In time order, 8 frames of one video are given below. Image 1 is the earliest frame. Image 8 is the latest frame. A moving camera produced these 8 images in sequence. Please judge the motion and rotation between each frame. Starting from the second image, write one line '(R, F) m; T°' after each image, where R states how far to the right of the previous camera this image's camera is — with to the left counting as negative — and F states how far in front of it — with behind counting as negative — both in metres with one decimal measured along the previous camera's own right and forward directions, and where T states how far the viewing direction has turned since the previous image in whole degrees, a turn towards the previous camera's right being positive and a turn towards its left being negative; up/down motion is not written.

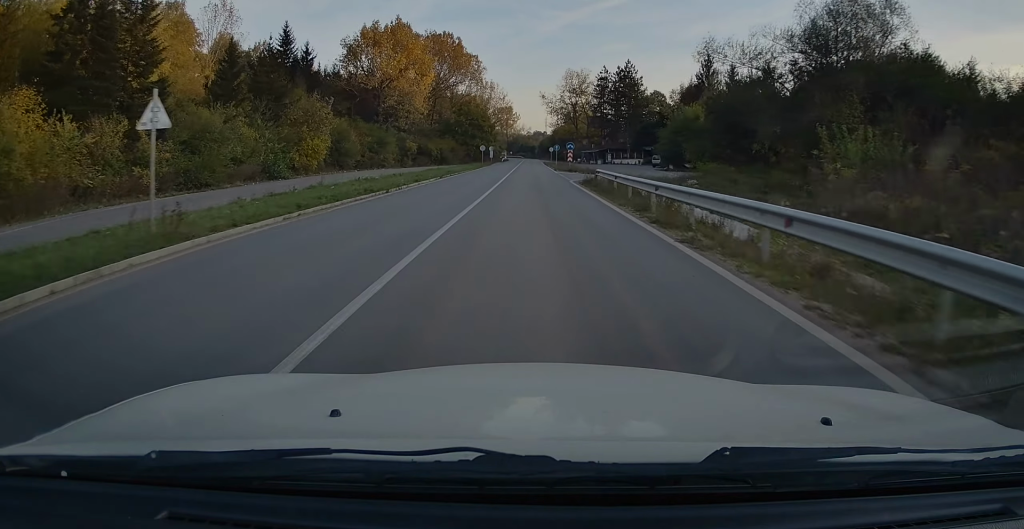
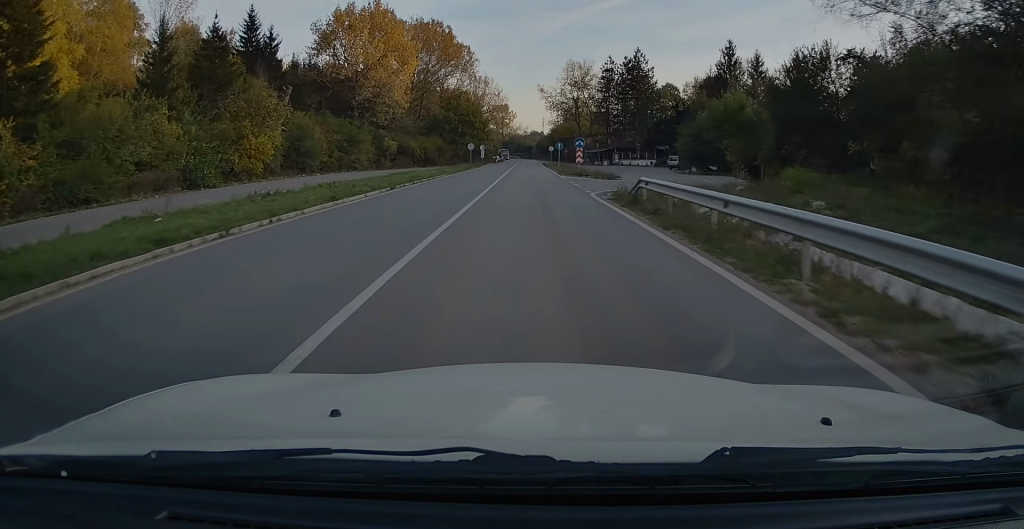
(-0.1, +13.2) m; 0°
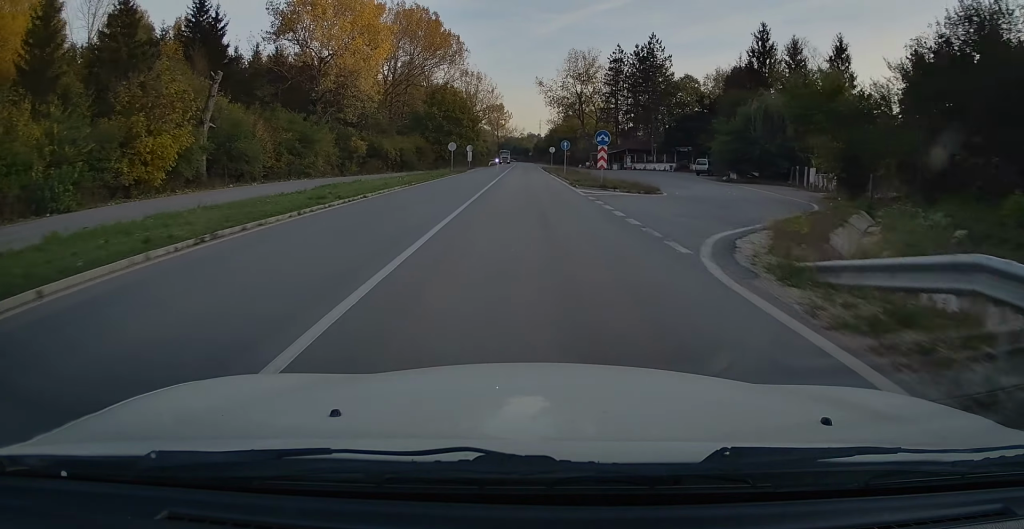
(-0.1, +15.2) m; 0°
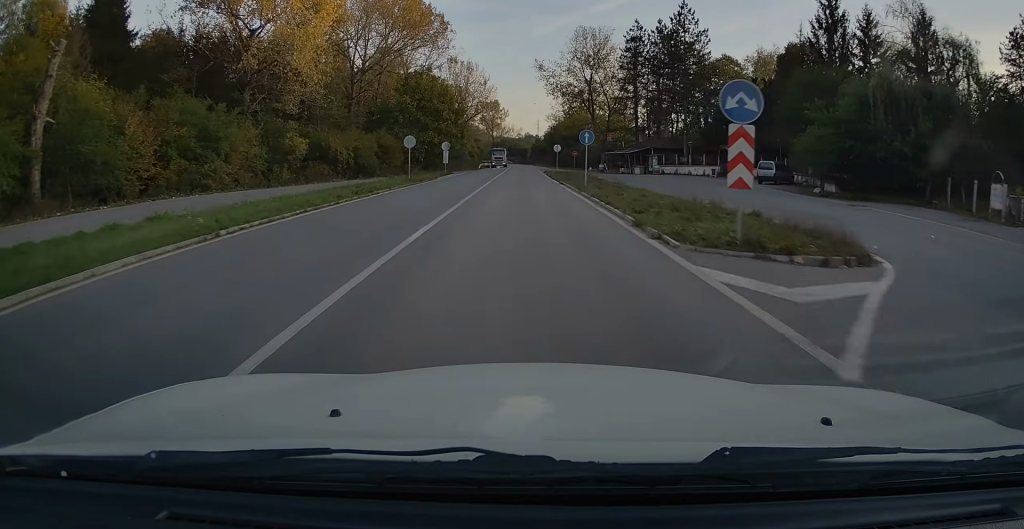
(+0.1, +19.6) m; 0°
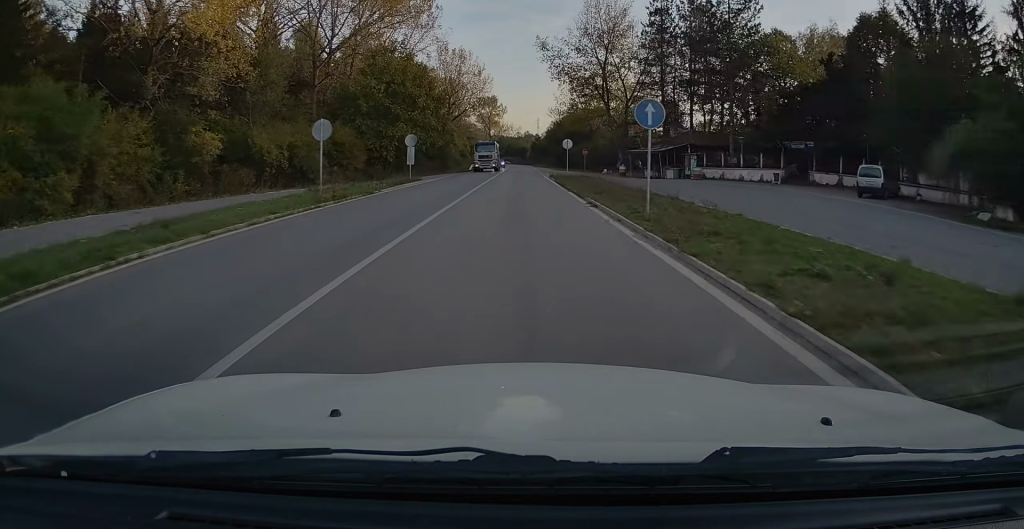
(0.0, +16.0) m; 0°
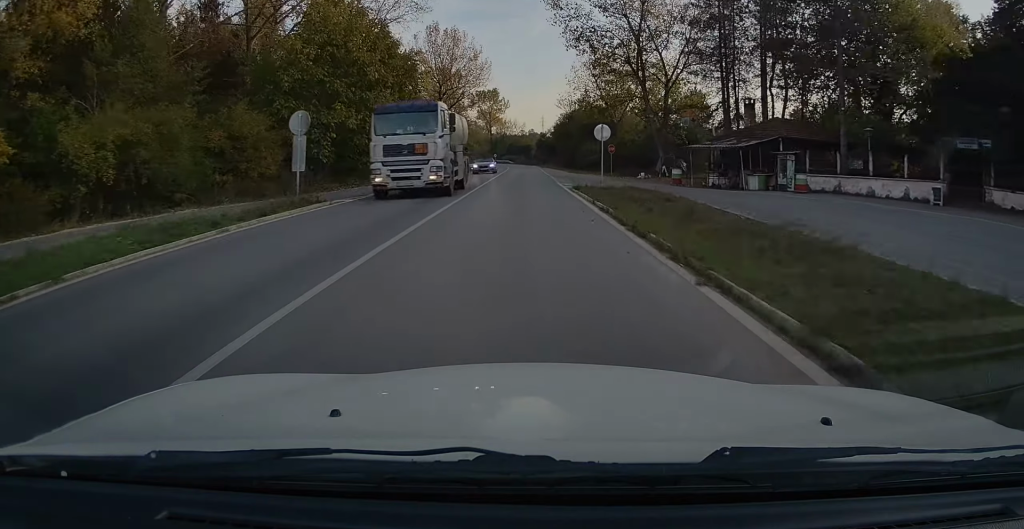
(+0.1, +19.2) m; 0°
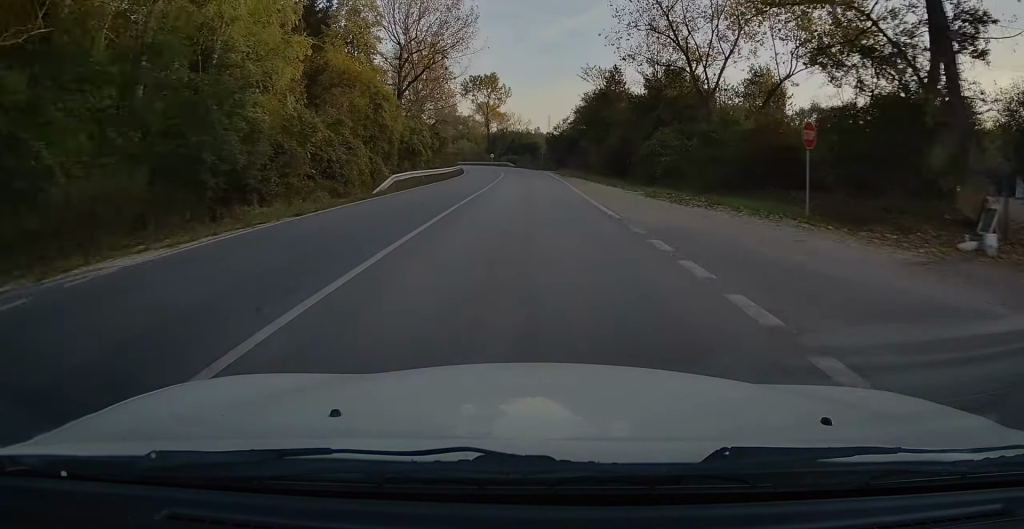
(-0.5, +37.2) m; 0°
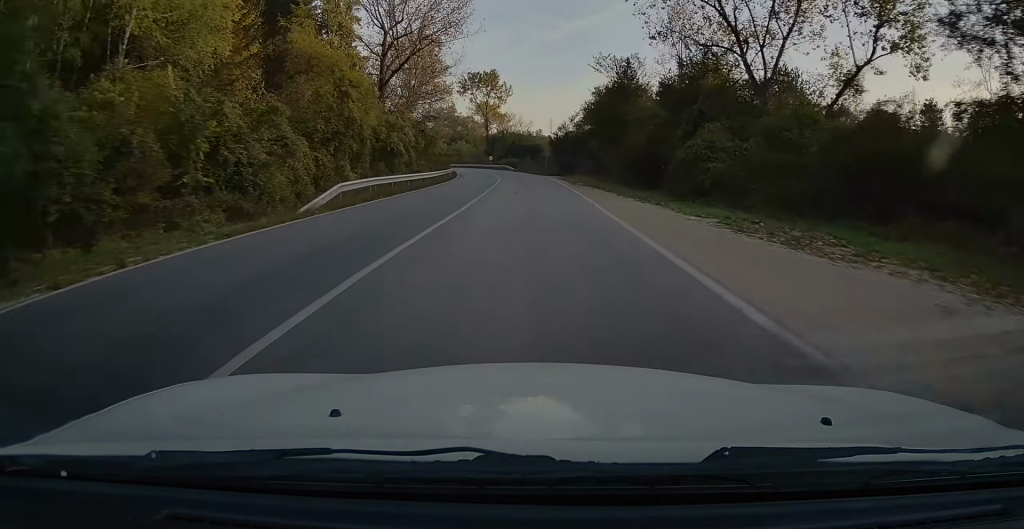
(+0.2, +9.4) m; 0°
